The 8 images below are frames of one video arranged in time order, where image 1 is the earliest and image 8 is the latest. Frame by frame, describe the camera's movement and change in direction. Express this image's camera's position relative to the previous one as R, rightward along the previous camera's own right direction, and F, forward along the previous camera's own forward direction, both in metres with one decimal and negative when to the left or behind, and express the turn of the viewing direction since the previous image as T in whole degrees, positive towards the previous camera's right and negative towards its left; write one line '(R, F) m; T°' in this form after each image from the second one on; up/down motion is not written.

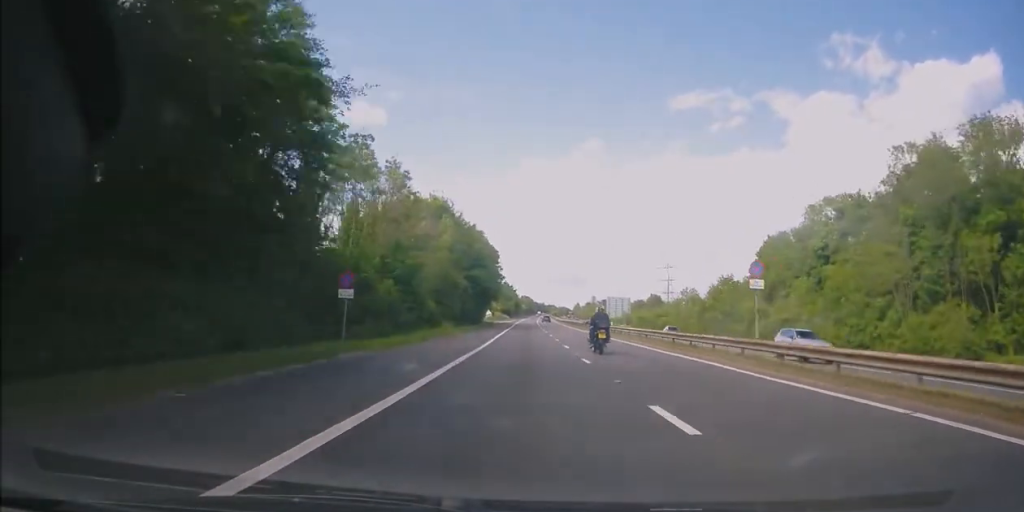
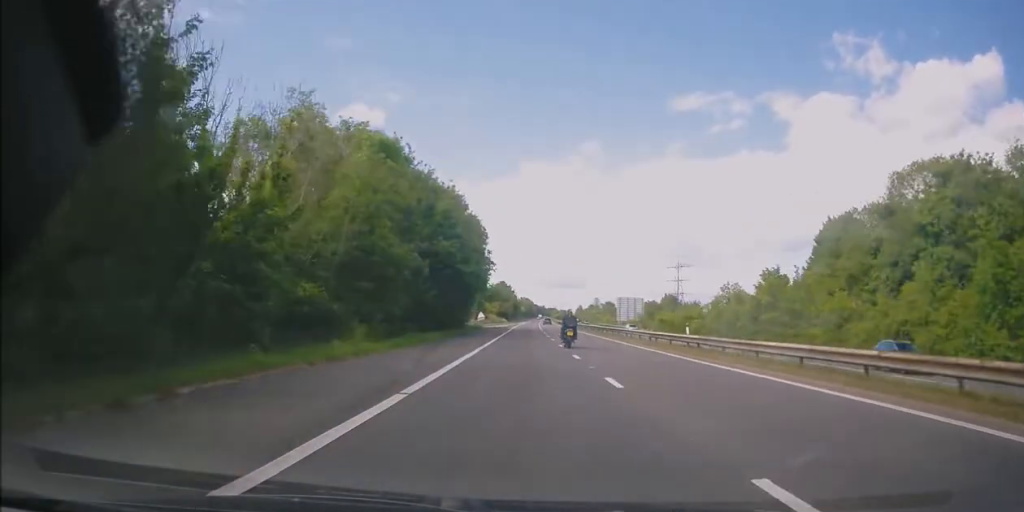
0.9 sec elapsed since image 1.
(-0.2, +23.9) m; 0°
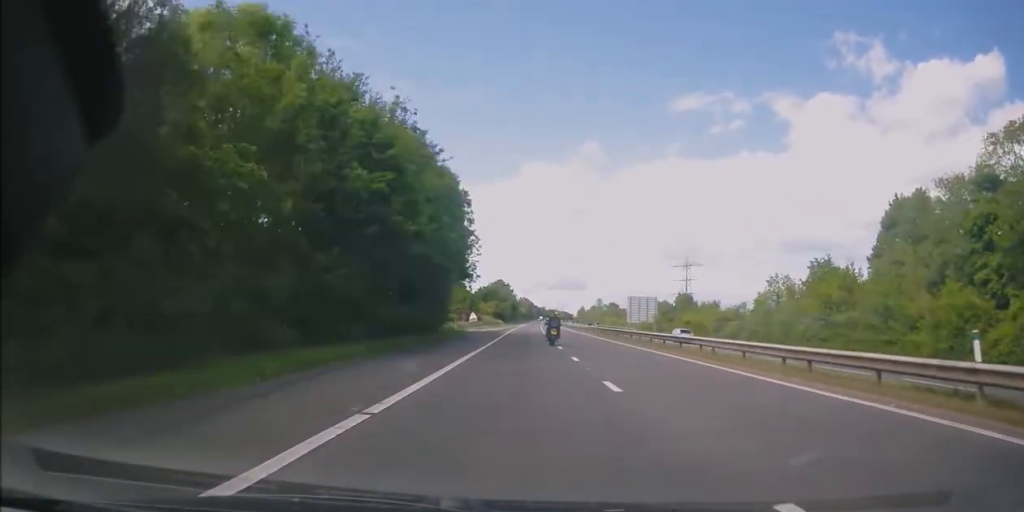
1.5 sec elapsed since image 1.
(0.0, +18.3) m; 0°
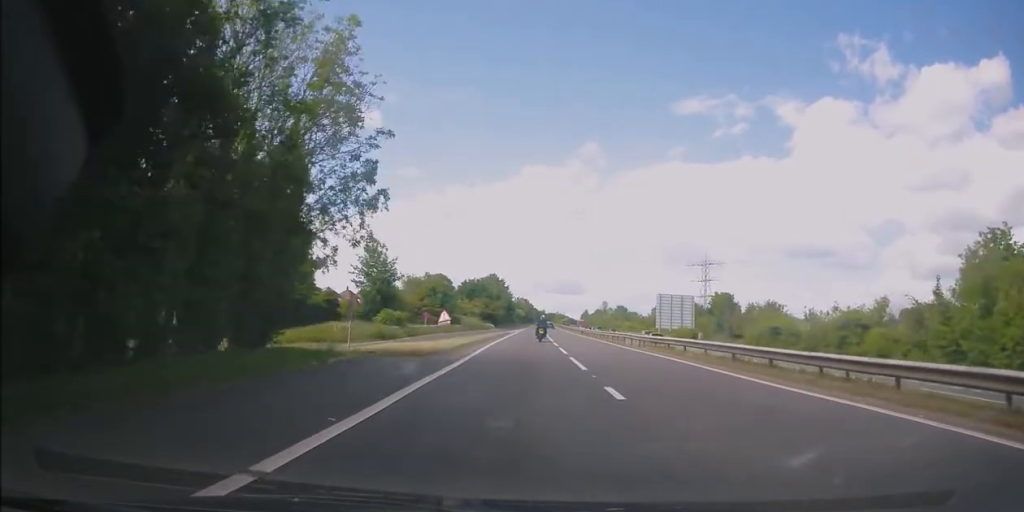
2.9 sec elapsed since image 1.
(+0.4, +37.8) m; +1°
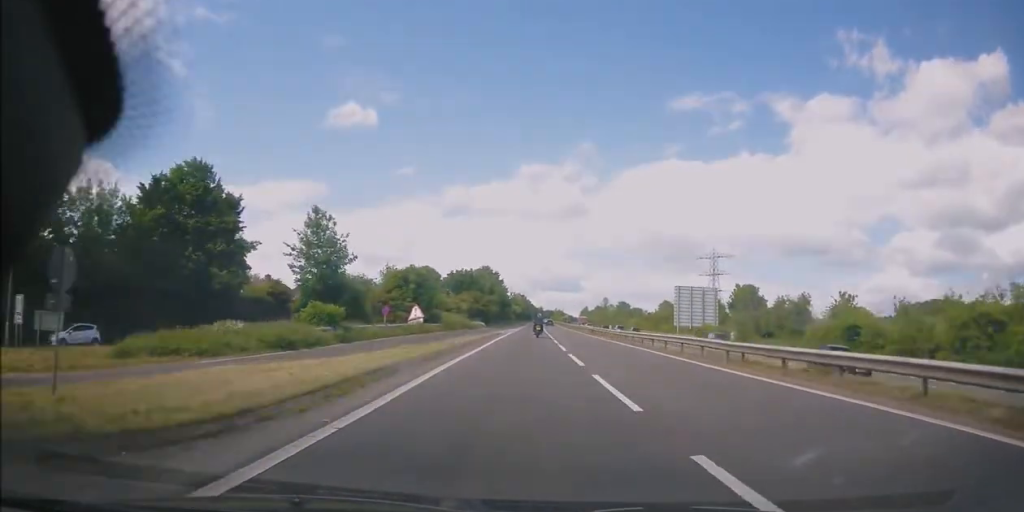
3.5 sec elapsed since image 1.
(0.0, +15.1) m; 0°
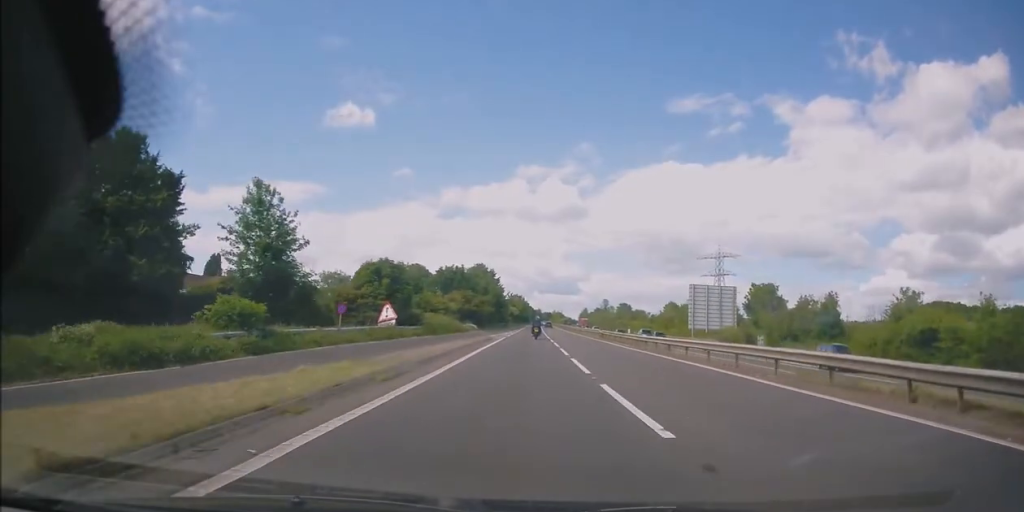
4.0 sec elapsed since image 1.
(0.0, +12.4) m; 0°
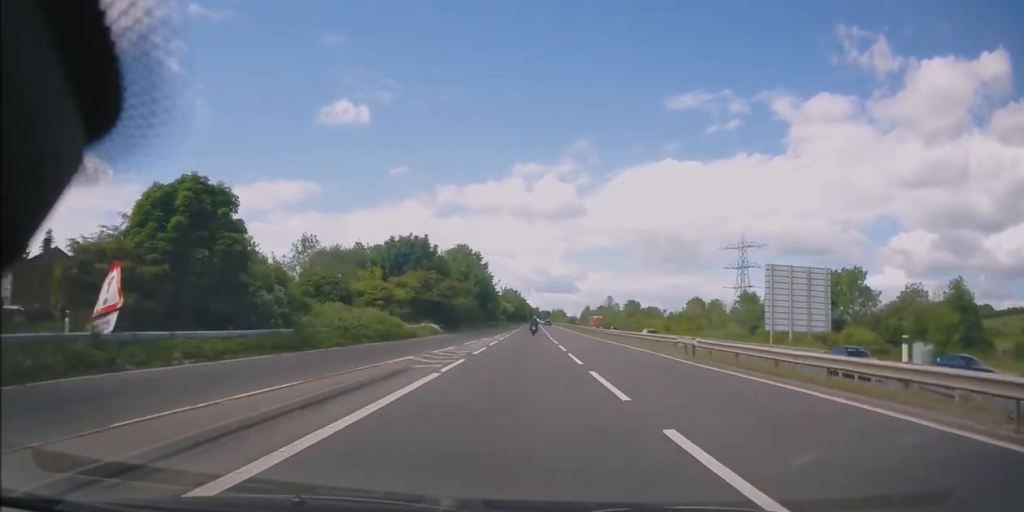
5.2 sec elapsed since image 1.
(+0.4, +31.7) m; 0°
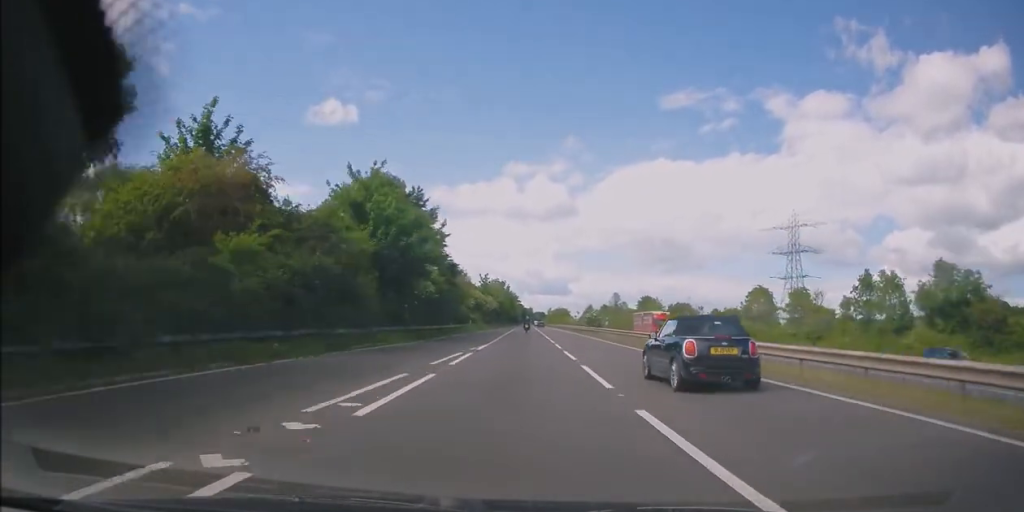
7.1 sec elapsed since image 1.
(-0.6, +51.0) m; 0°
